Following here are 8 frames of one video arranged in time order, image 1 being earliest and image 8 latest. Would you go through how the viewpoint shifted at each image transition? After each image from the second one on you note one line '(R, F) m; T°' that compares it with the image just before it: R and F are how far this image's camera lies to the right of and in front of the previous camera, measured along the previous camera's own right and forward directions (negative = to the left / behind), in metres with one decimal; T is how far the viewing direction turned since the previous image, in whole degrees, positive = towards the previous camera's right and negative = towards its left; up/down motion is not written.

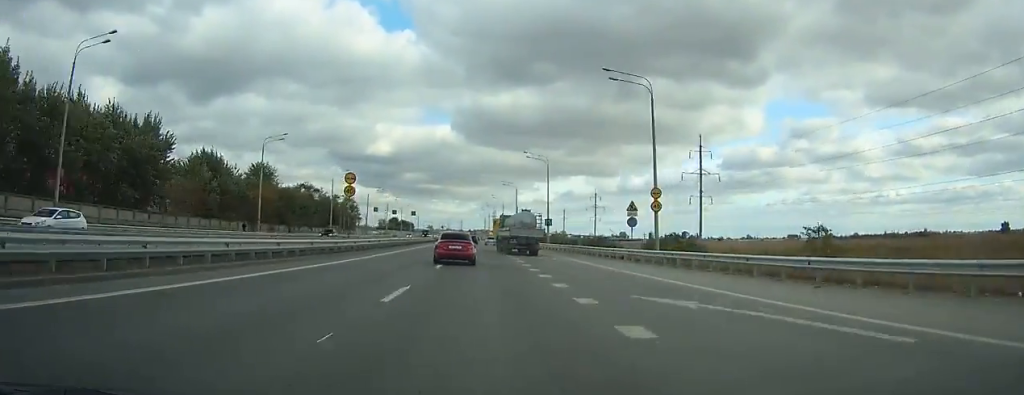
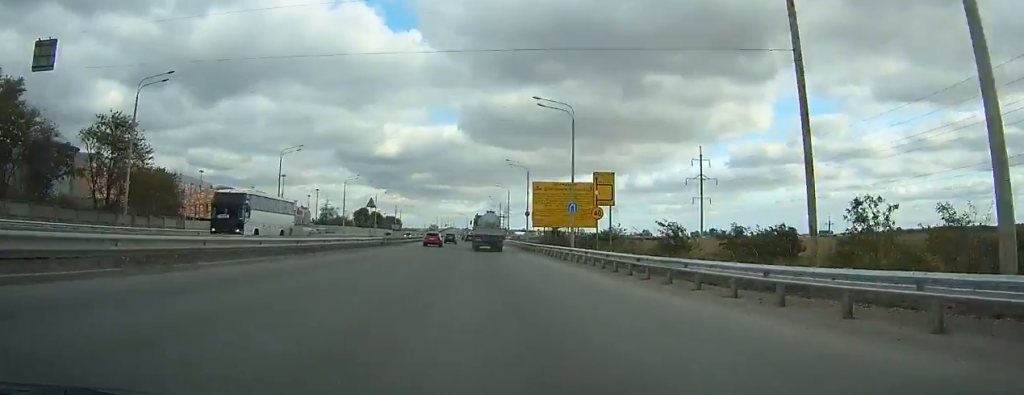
(-3.0, +106.2) m; -3°
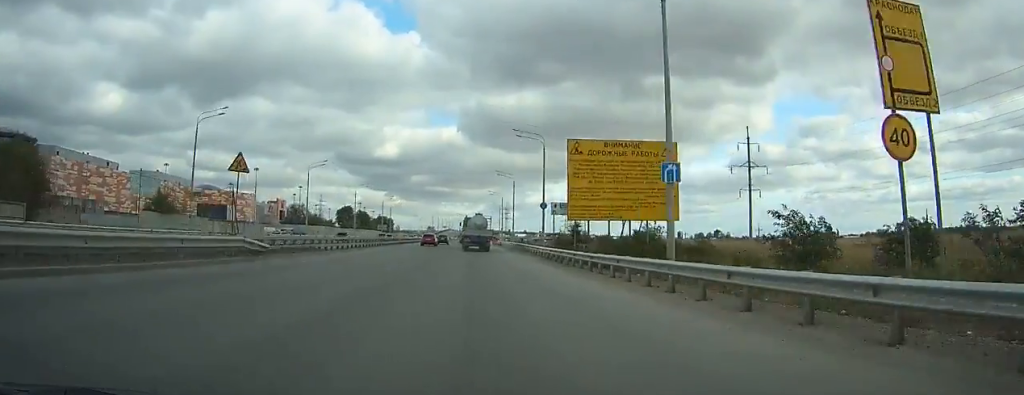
(0.0, +25.0) m; 0°
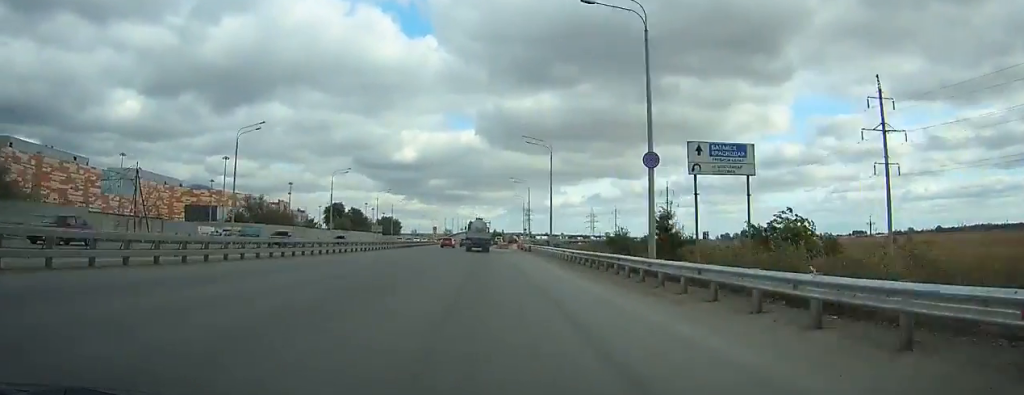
(+0.1, +35.9) m; 0°
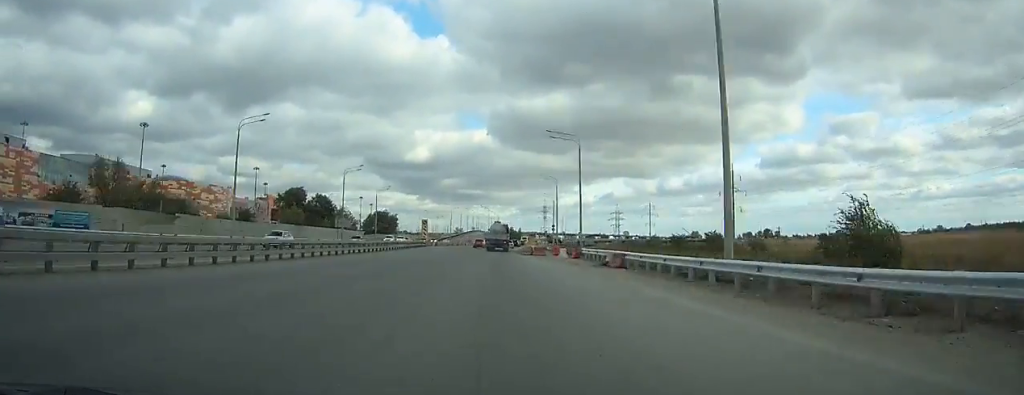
(-0.3, +44.2) m; -1°
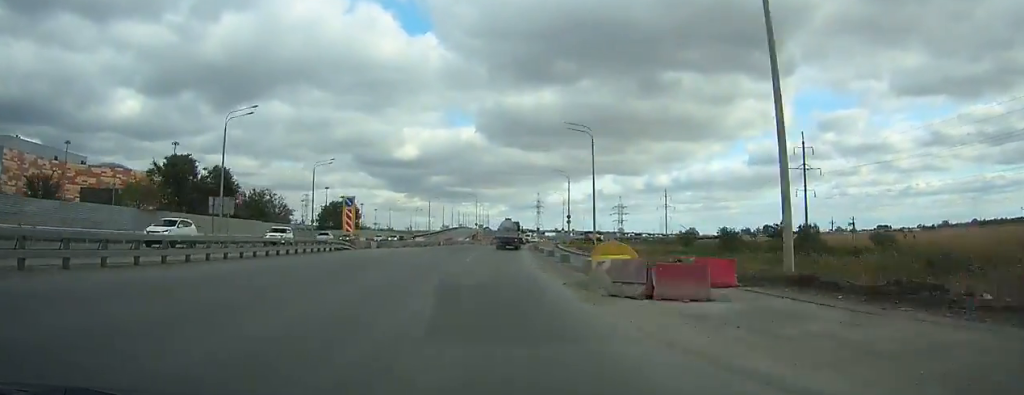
(-0.4, +40.1) m; 0°
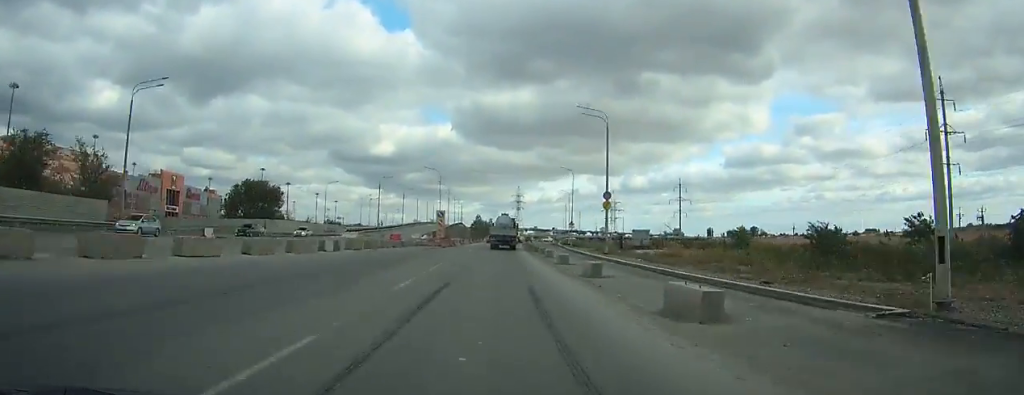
(+0.6, +43.6) m; +1°
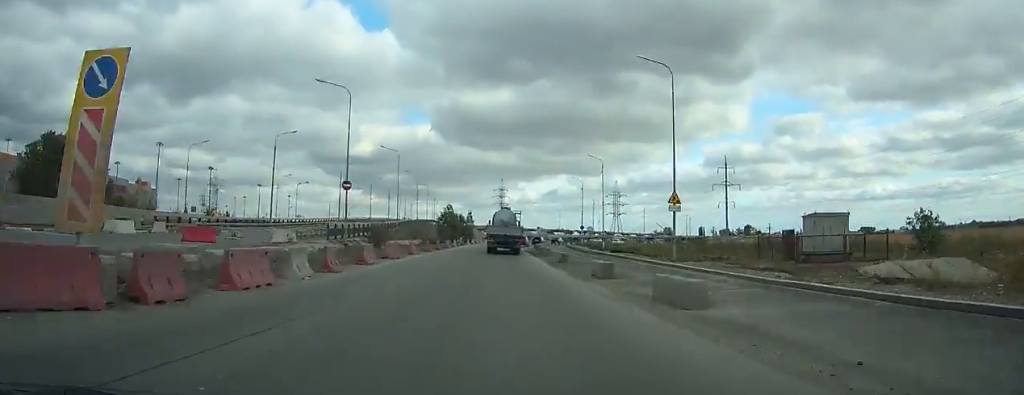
(+0.7, +51.6) m; +2°
